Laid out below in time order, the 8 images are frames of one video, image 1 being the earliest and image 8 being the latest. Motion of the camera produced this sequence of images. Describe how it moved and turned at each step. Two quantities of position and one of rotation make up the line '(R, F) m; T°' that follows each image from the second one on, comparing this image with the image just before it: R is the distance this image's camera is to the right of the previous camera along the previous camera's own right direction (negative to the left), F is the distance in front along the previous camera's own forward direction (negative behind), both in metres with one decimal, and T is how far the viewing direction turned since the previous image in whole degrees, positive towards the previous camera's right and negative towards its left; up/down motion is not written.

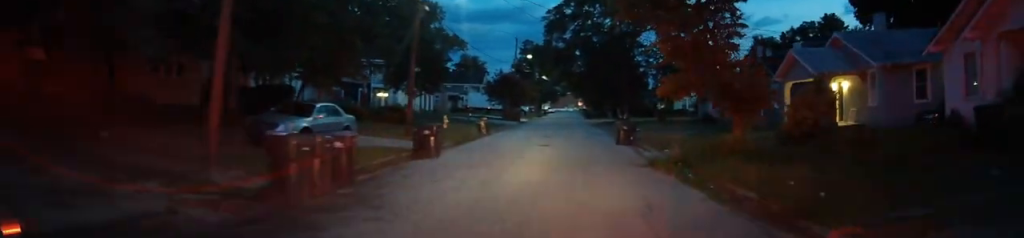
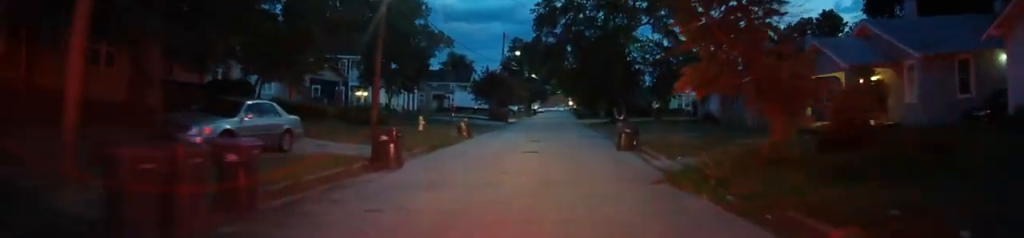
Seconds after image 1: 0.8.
(+0.1, +3.6) m; -1°
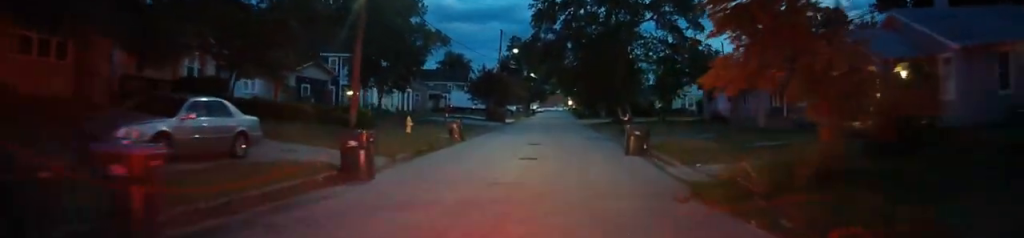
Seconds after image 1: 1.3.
(+0.1, +2.3) m; -1°
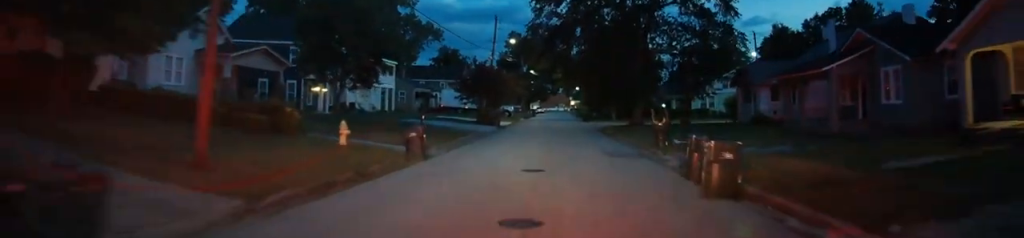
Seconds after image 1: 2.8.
(-0.6, +9.3) m; -2°
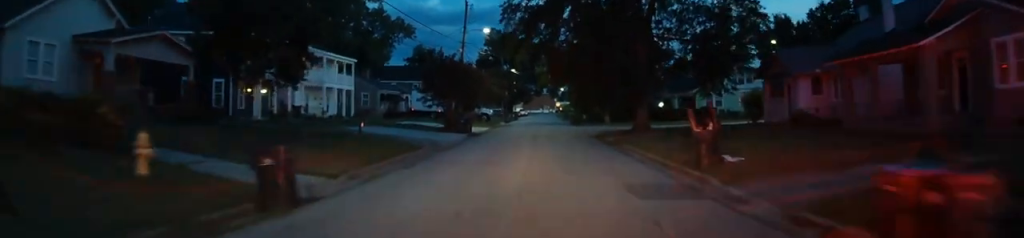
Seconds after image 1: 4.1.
(+0.3, +9.1) m; +4°
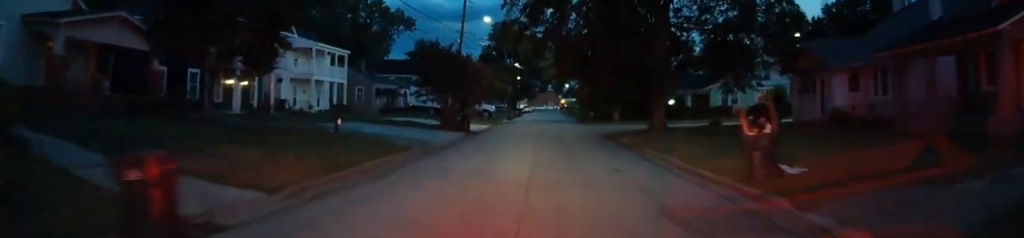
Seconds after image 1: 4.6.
(0.0, +3.6) m; 0°
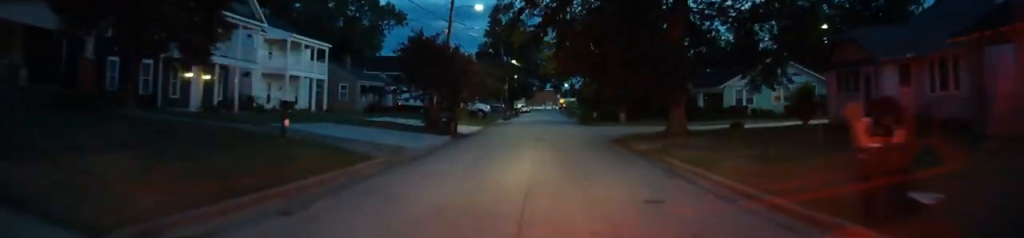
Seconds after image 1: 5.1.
(0.0, +4.7) m; 0°
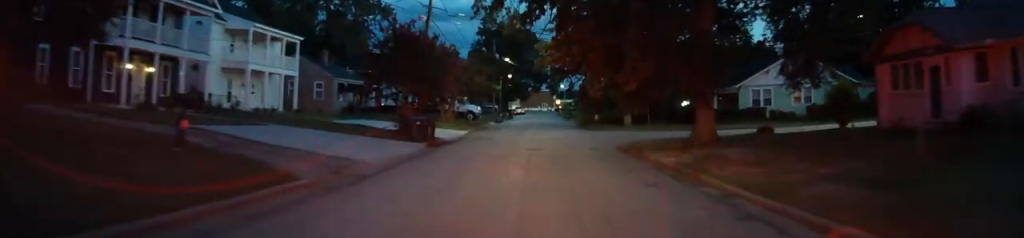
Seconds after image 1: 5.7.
(0.0, +5.1) m; -1°
